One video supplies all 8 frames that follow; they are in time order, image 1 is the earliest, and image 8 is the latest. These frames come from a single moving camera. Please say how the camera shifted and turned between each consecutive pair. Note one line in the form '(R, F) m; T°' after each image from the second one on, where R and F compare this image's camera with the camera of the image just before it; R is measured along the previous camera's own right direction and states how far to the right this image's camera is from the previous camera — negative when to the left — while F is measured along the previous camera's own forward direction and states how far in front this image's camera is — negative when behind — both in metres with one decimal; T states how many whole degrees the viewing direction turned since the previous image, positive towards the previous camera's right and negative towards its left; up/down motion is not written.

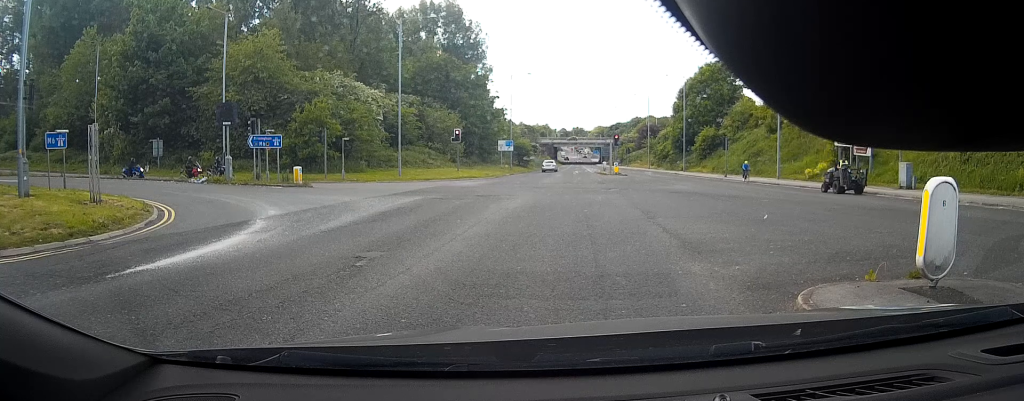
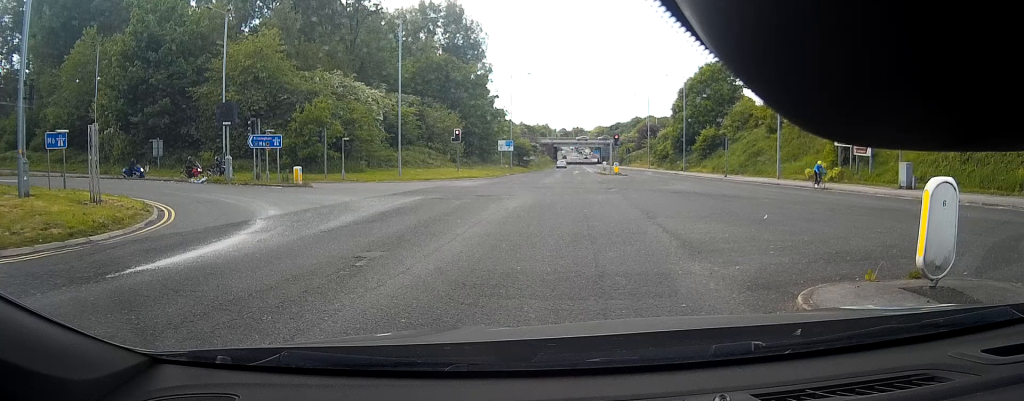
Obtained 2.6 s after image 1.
(-0.1, +0.3) m; 0°
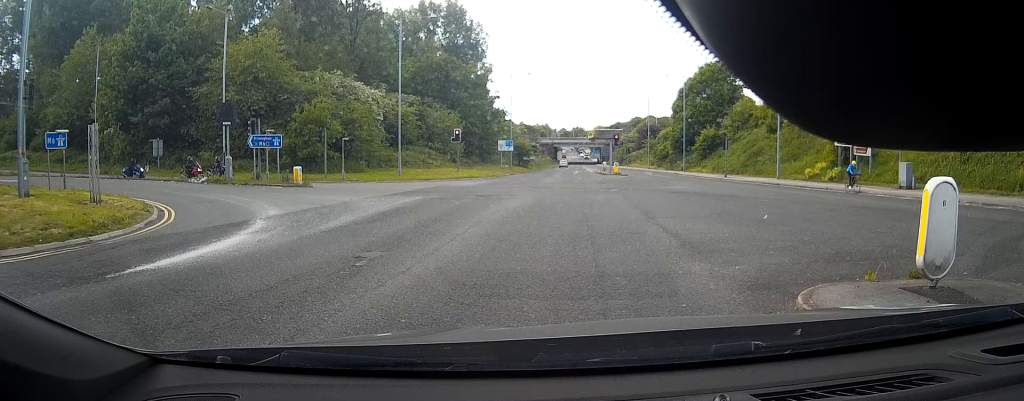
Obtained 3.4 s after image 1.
(0.0, 0.0) m; 0°
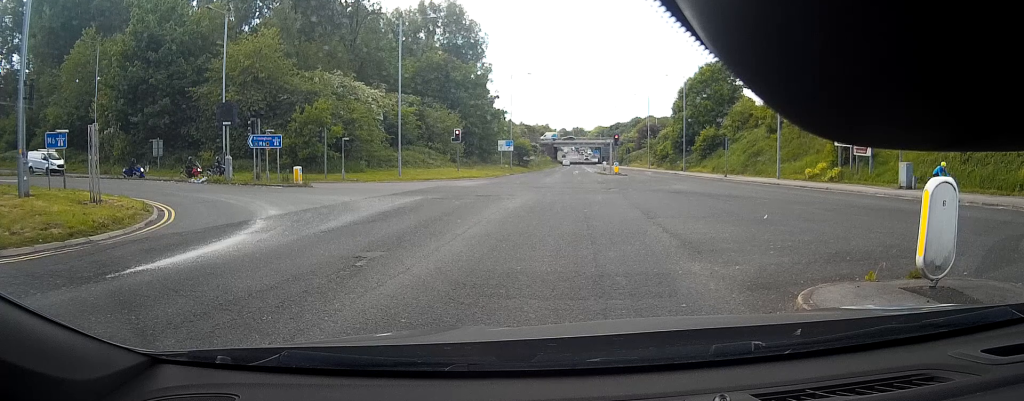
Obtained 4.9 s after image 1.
(0.0, 0.0) m; 0°
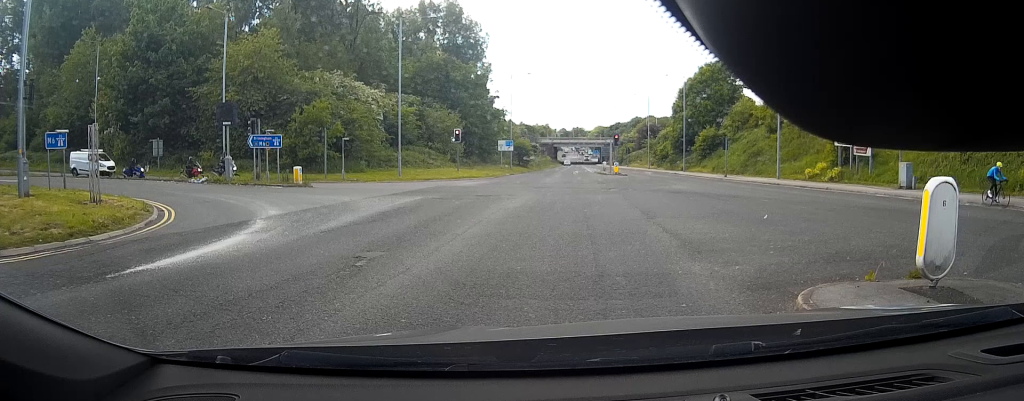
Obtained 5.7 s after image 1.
(0.0, 0.0) m; 0°
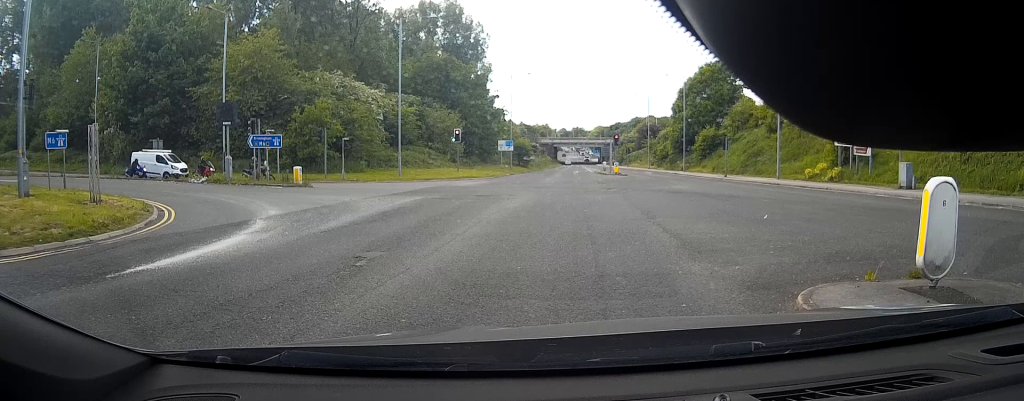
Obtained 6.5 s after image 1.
(0.0, 0.0) m; 0°
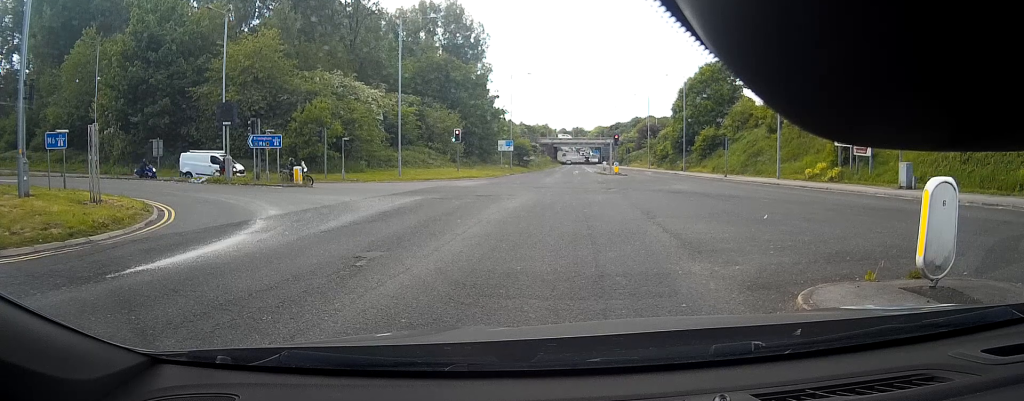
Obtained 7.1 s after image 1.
(0.0, 0.0) m; 0°
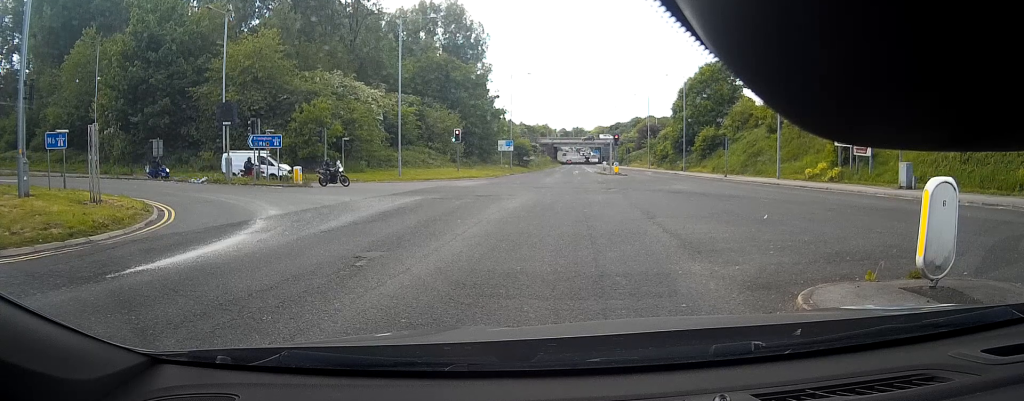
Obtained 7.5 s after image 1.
(0.0, 0.0) m; 0°
